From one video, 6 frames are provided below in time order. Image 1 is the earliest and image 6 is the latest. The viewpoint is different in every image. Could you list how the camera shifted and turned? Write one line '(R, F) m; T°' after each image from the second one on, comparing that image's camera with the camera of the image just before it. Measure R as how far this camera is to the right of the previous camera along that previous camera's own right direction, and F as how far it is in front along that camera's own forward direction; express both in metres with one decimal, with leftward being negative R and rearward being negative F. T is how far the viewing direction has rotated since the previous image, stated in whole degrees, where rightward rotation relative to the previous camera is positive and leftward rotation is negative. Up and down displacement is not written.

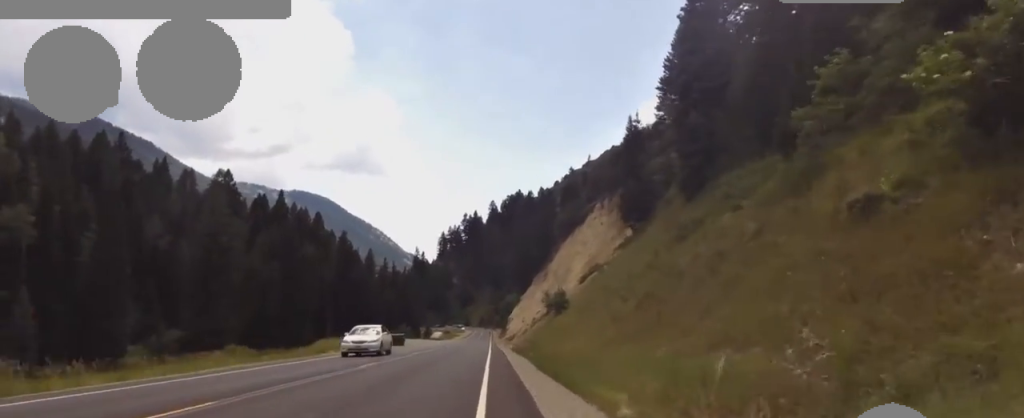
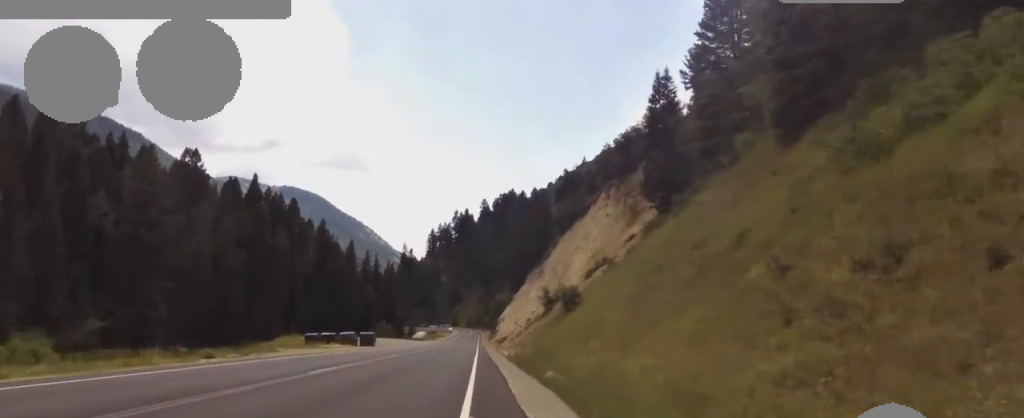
(-0.3, +14.9) m; 0°
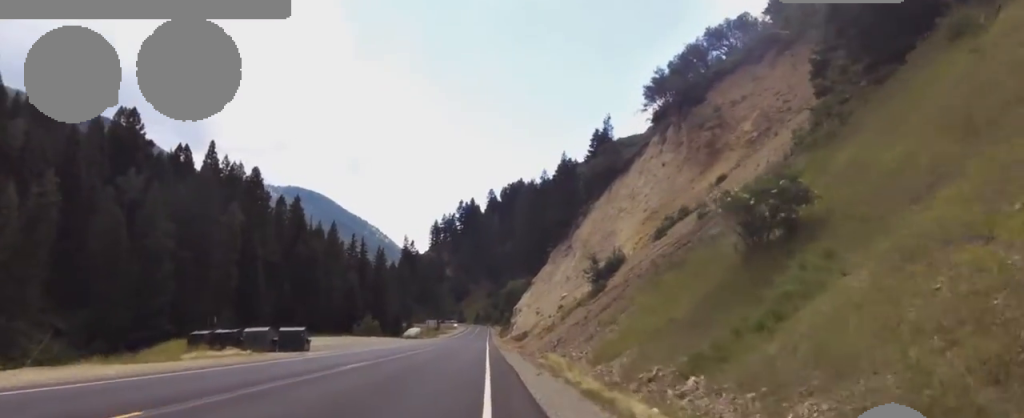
(+0.4, +34.7) m; 0°
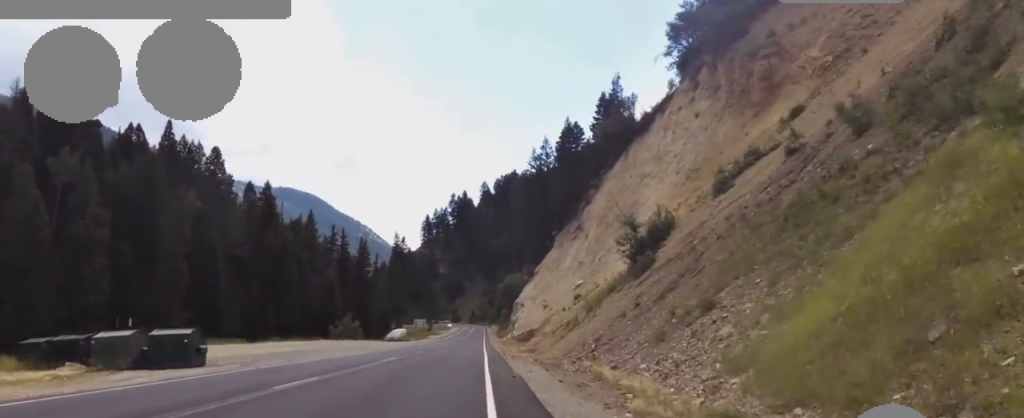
(+0.2, +17.2) m; +1°
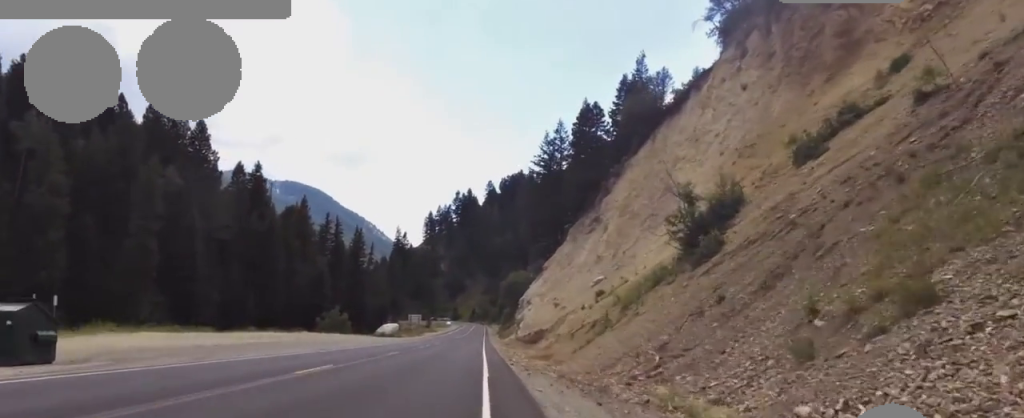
(+0.1, +11.0) m; 0°
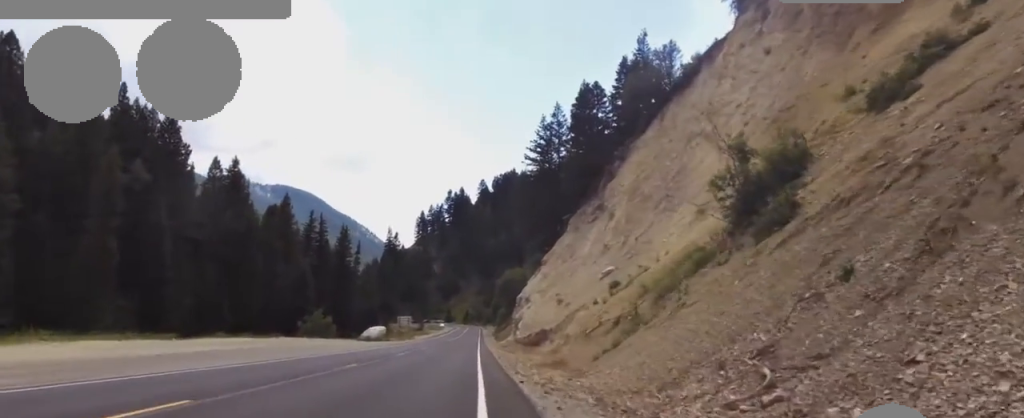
(0.0, +7.5) m; 0°
